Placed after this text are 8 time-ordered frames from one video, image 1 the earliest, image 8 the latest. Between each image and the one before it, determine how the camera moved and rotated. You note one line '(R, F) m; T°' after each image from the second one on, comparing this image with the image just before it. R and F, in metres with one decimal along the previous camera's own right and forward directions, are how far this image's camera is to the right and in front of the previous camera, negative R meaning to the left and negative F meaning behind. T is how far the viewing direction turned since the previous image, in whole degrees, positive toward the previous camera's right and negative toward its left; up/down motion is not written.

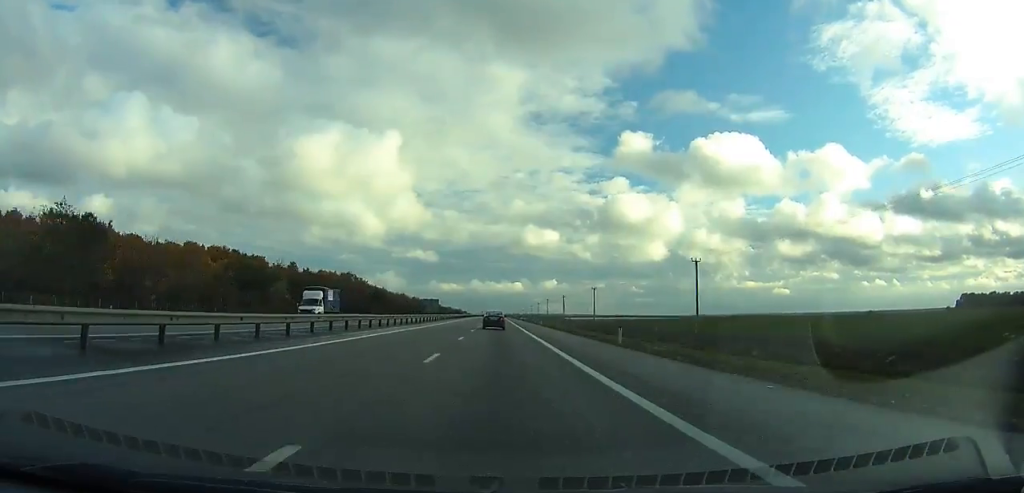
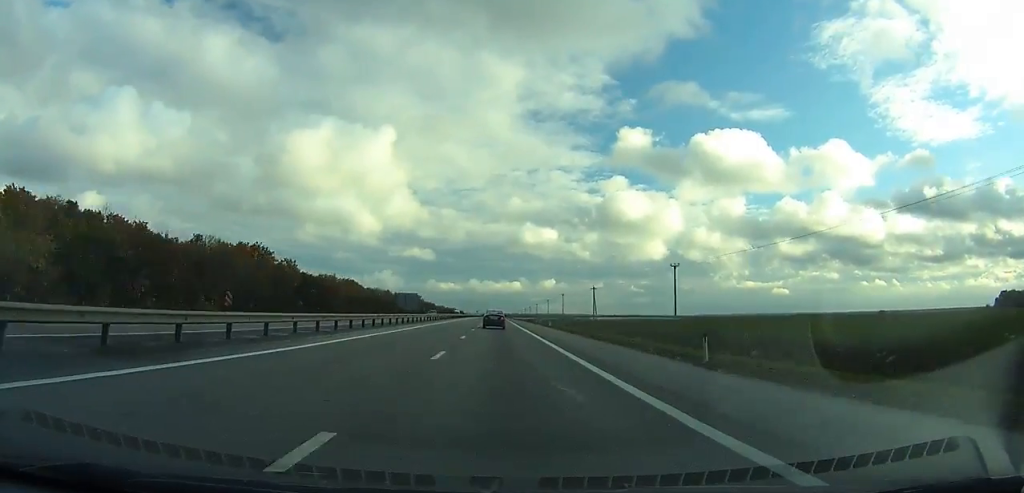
(-0.1, +58.9) m; 0°
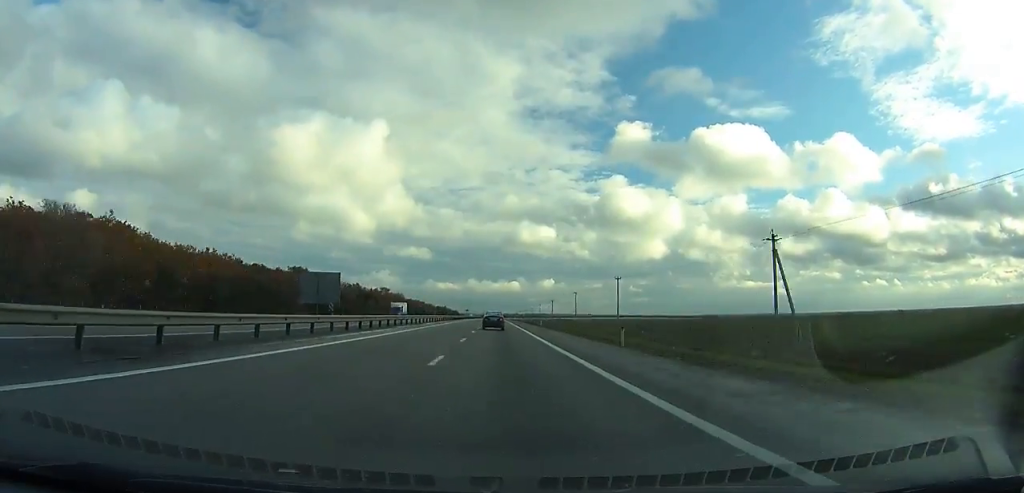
(+0.1, +84.7) m; 0°
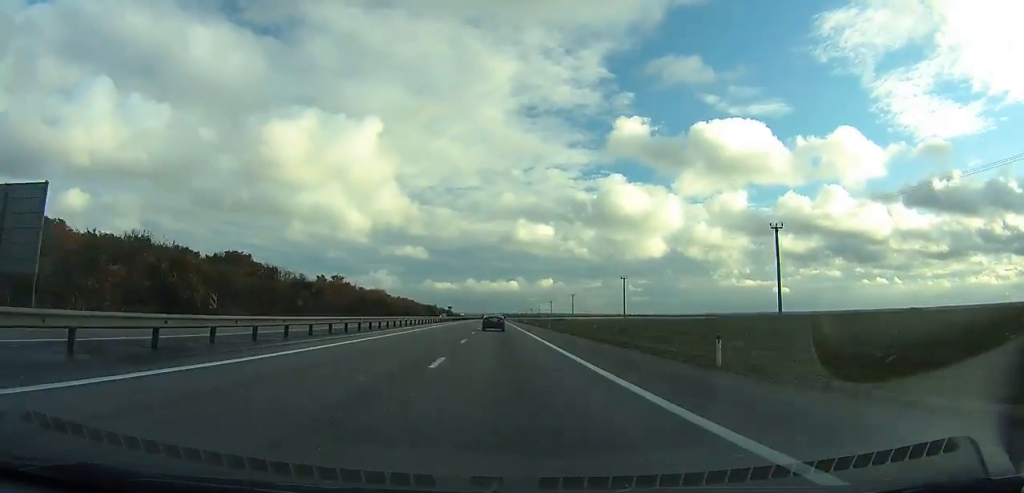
(-0.1, +60.1) m; 0°
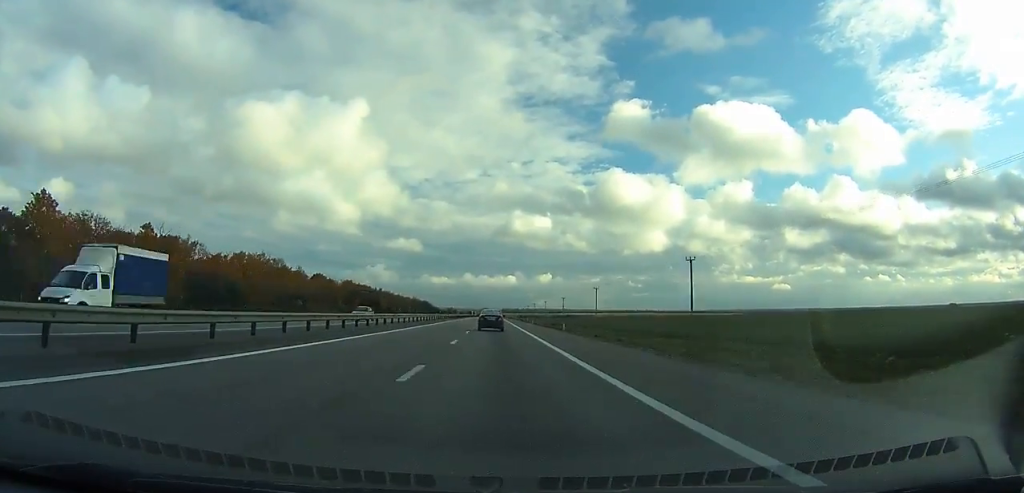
(+0.1, +158.5) m; 0°
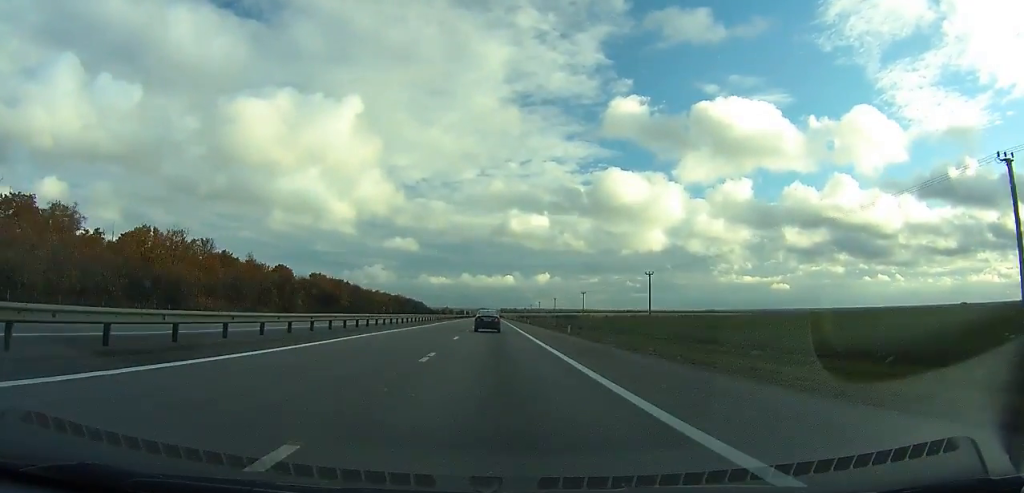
(-0.1, +44.4) m; 0°
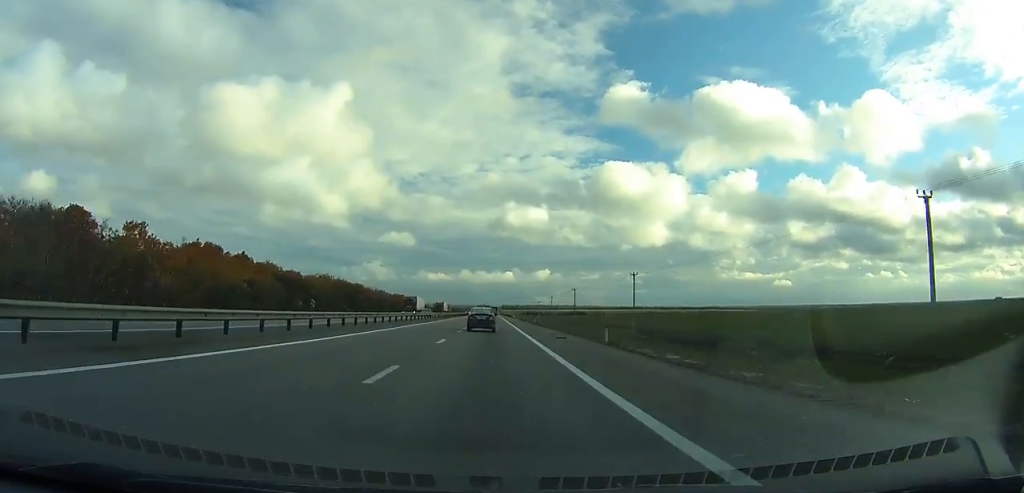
(0.0, +113.2) m; 0°
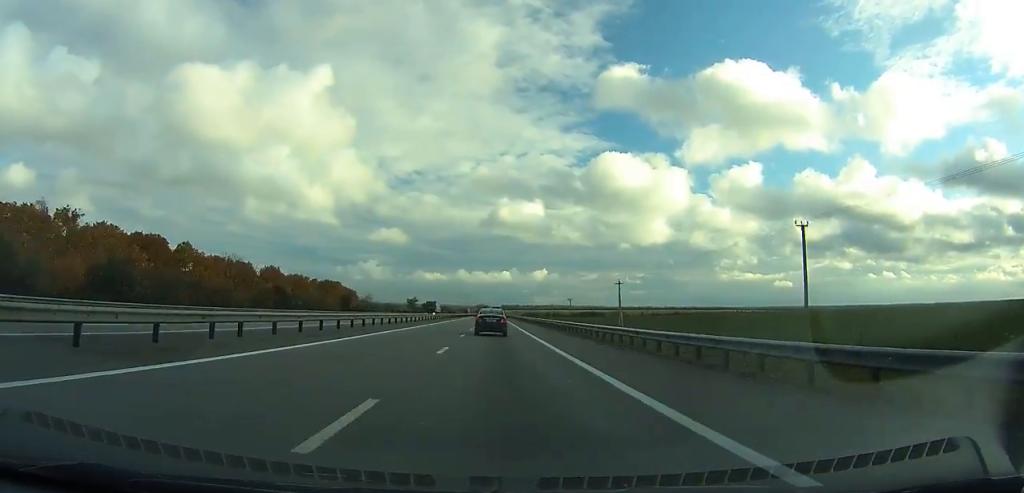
(-0.7, +173.3) m; 0°
